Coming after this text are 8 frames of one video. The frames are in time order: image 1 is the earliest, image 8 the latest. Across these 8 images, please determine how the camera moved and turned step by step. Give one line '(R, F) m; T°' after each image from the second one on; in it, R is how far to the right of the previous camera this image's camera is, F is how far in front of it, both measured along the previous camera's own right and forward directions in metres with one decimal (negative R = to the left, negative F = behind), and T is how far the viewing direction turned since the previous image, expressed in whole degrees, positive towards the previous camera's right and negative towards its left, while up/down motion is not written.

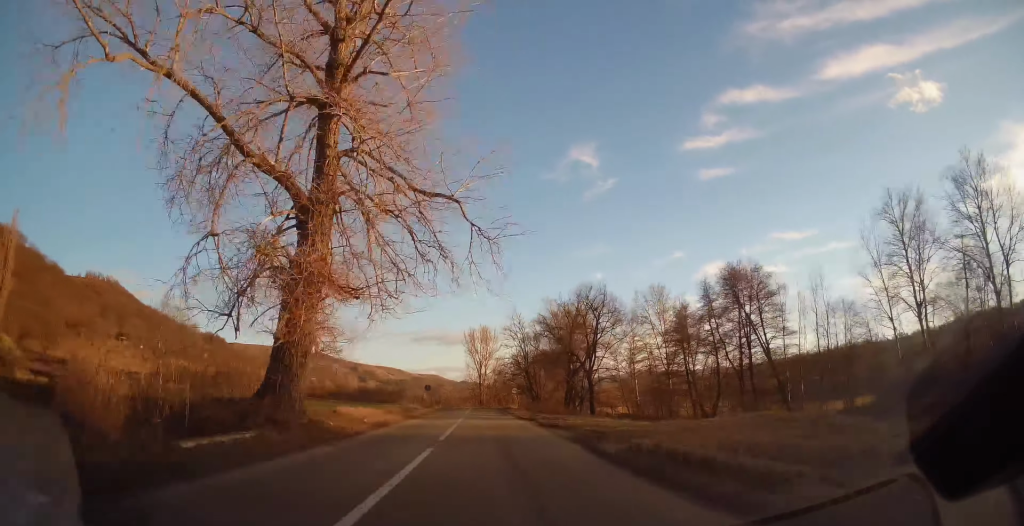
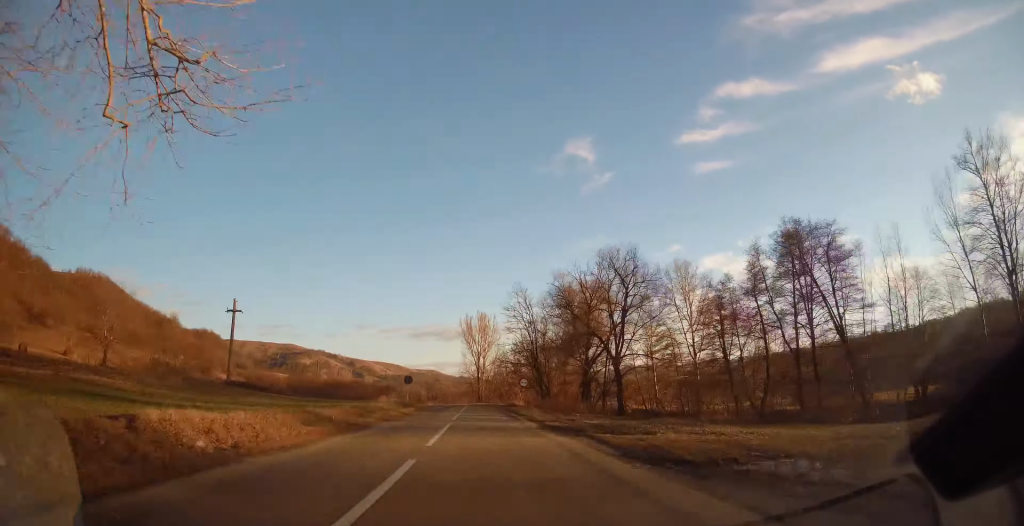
(0.0, +15.9) m; 0°
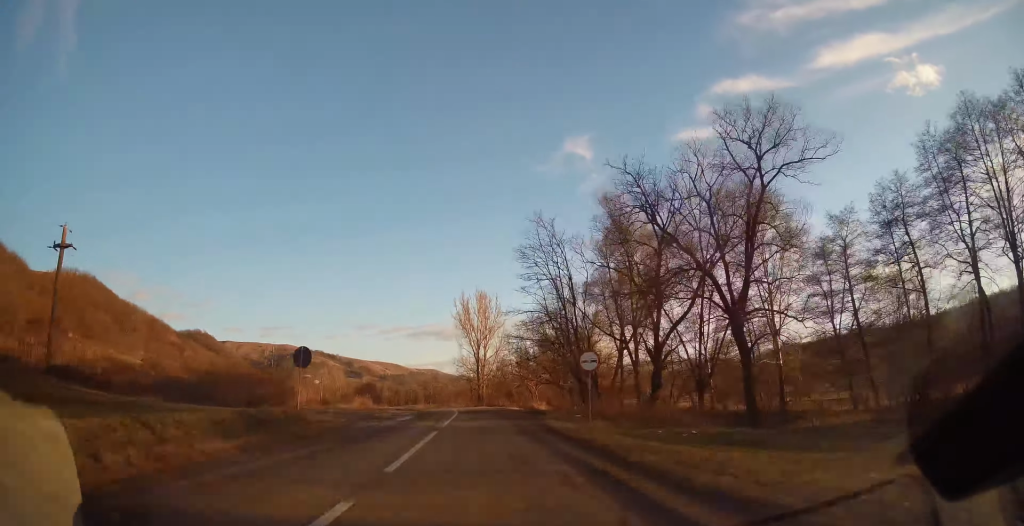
(-0.1, +29.2) m; -1°
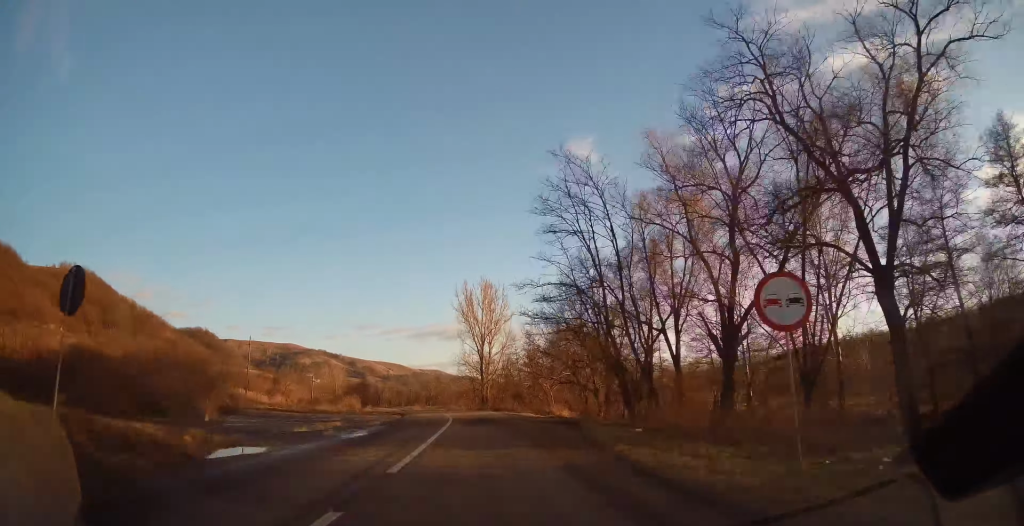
(-0.1, +12.7) m; -1°
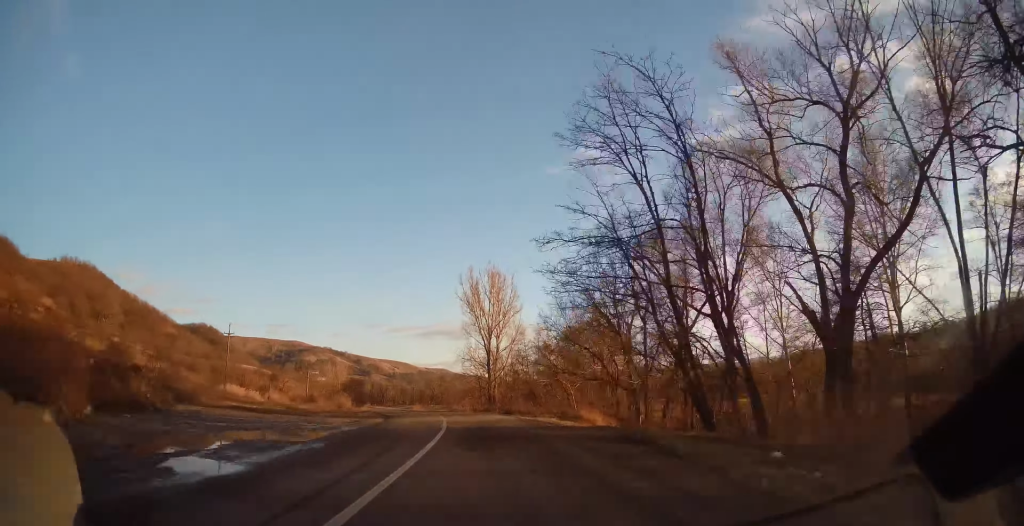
(-0.1, +10.4) m; -1°
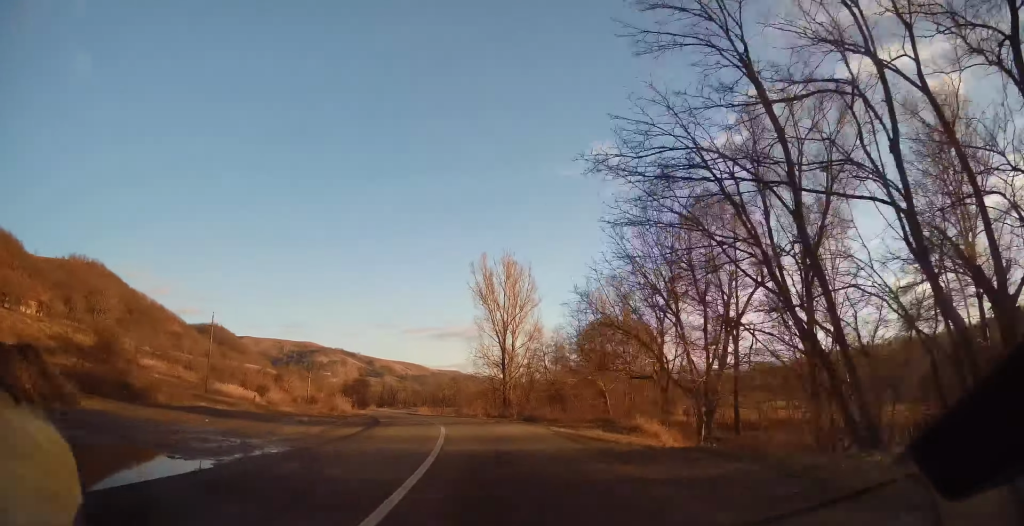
(0.0, +9.6) m; -2°
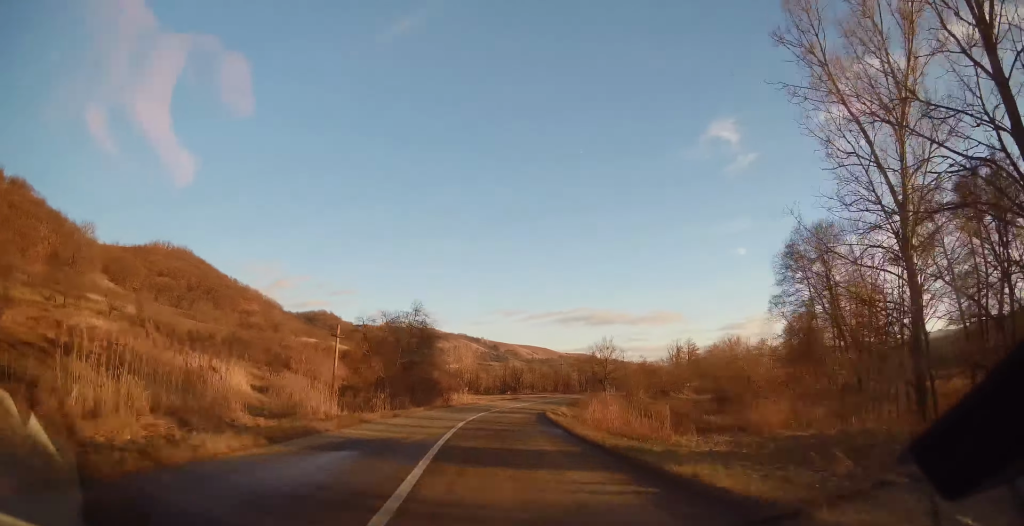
(-8.6, +69.4) m; -8°
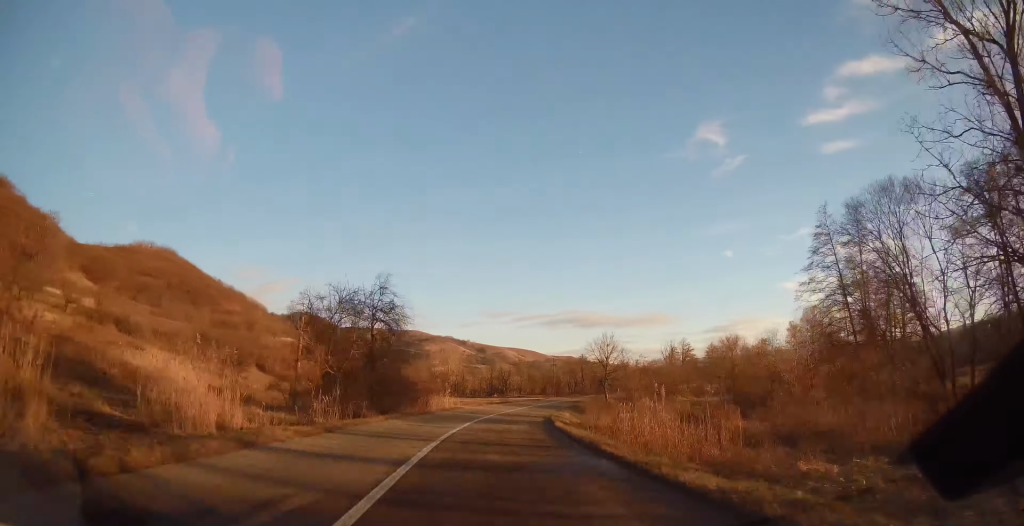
(0.0, +9.1) m; +1°
